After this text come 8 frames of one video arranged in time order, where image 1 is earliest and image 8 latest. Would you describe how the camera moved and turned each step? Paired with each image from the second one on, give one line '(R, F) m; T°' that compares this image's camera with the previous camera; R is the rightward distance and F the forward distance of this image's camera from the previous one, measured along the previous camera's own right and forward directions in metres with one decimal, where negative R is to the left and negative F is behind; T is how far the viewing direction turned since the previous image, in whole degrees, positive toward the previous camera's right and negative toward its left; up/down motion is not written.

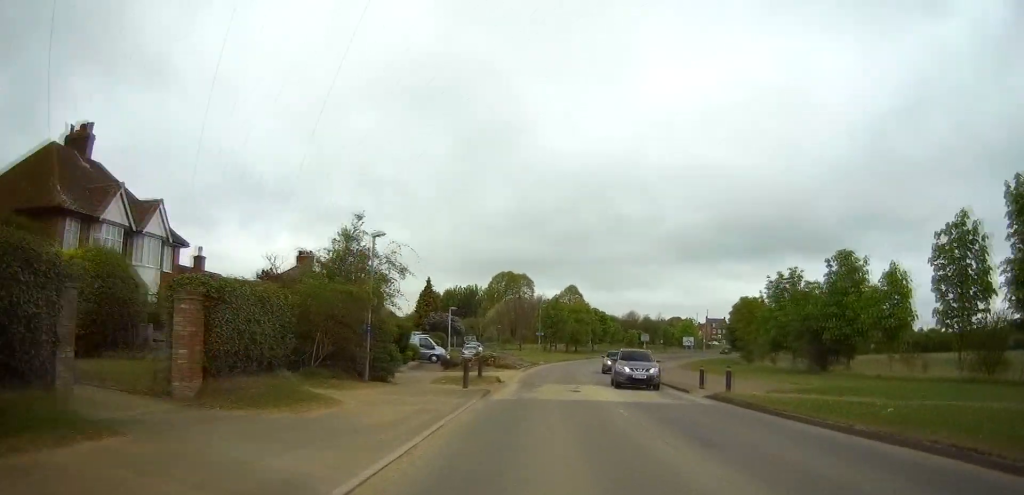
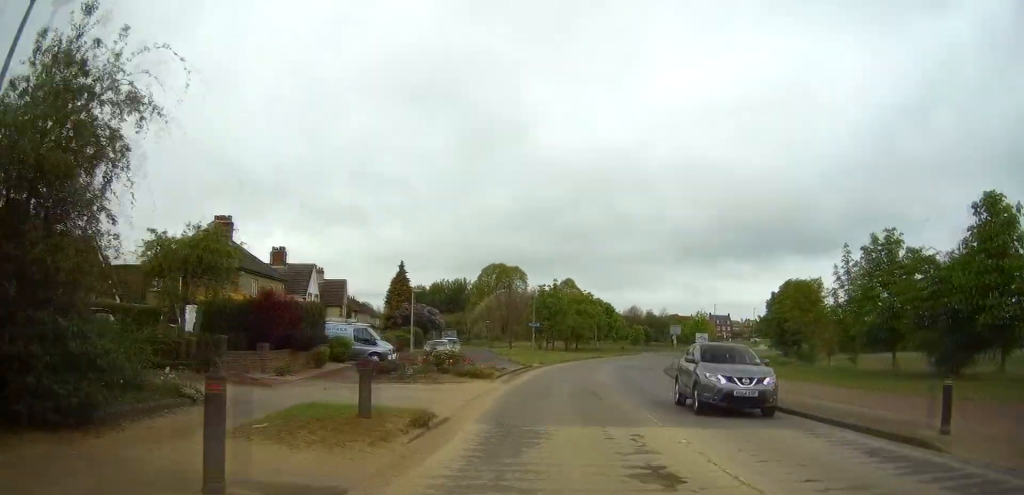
(-0.2, +17.0) m; 0°
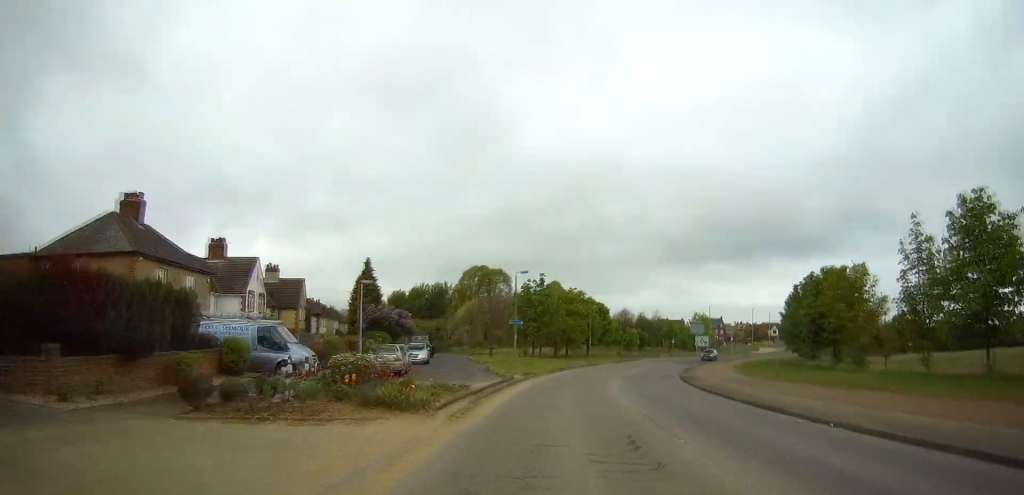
(0.0, +10.7) m; +1°
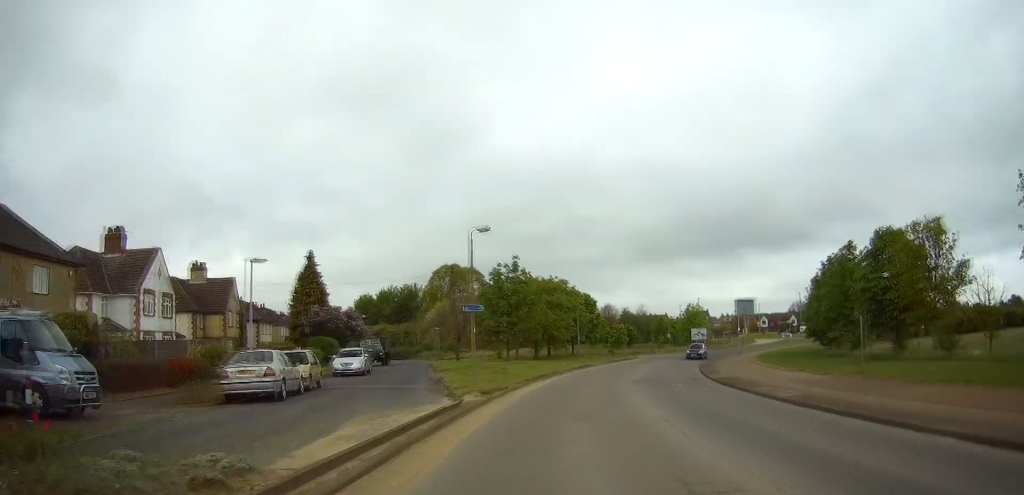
(+0.2, +12.7) m; +2°
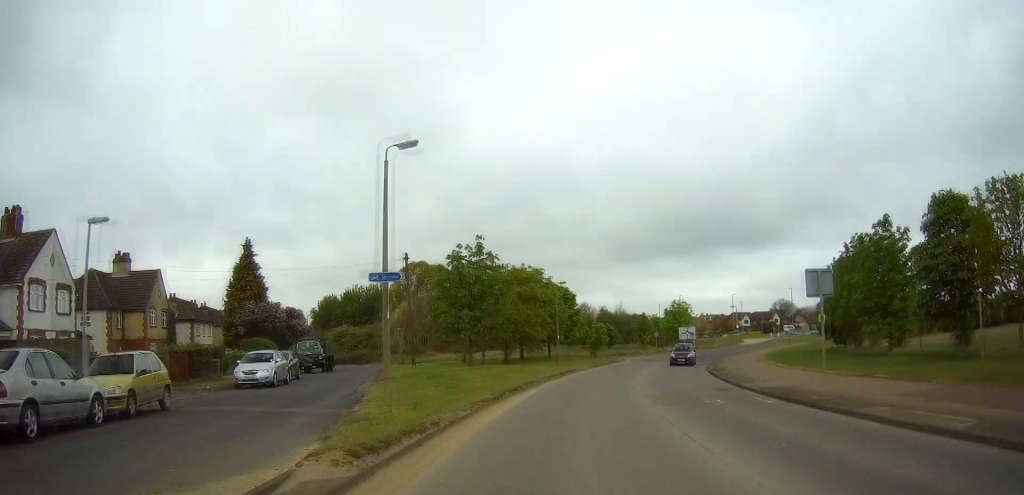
(+0.2, +9.5) m; +1°
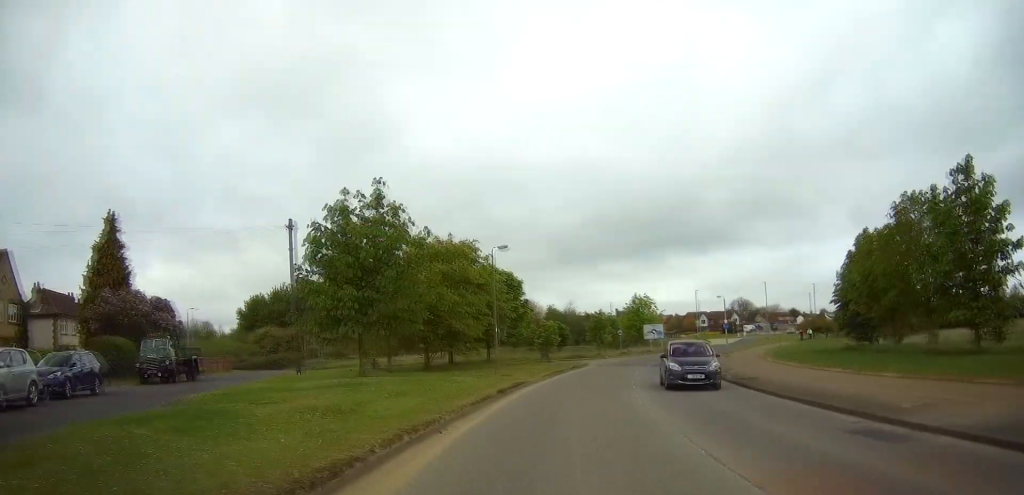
(+0.1, +14.5) m; +3°
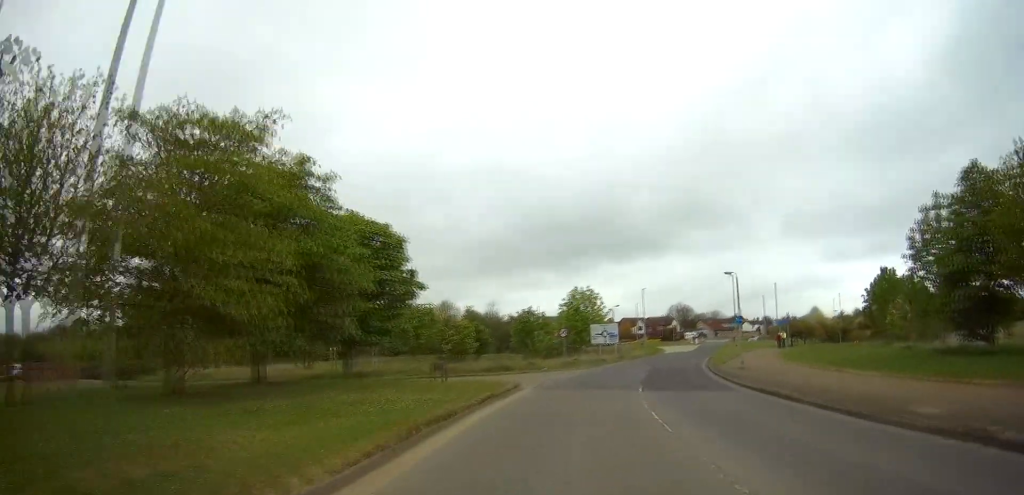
(+1.3, +21.8) m; +7°
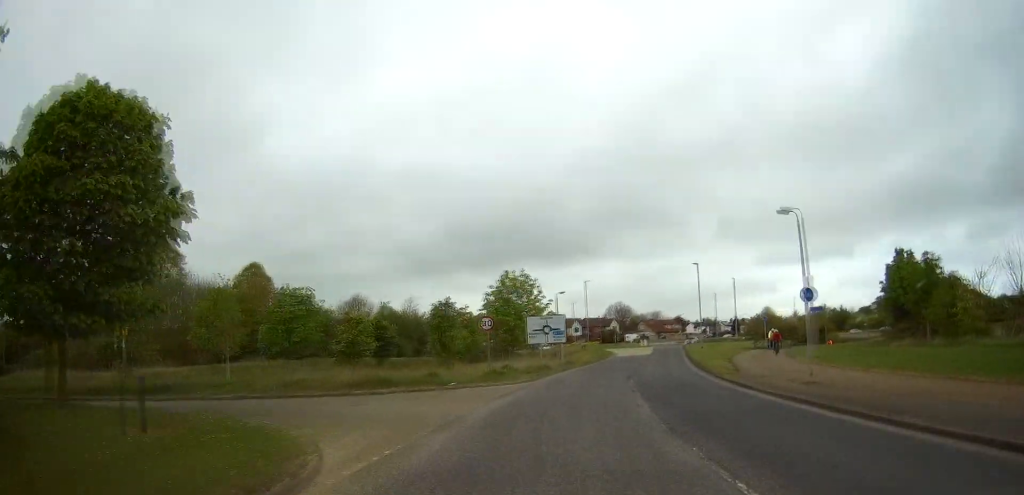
(+0.8, +16.5) m; +6°
